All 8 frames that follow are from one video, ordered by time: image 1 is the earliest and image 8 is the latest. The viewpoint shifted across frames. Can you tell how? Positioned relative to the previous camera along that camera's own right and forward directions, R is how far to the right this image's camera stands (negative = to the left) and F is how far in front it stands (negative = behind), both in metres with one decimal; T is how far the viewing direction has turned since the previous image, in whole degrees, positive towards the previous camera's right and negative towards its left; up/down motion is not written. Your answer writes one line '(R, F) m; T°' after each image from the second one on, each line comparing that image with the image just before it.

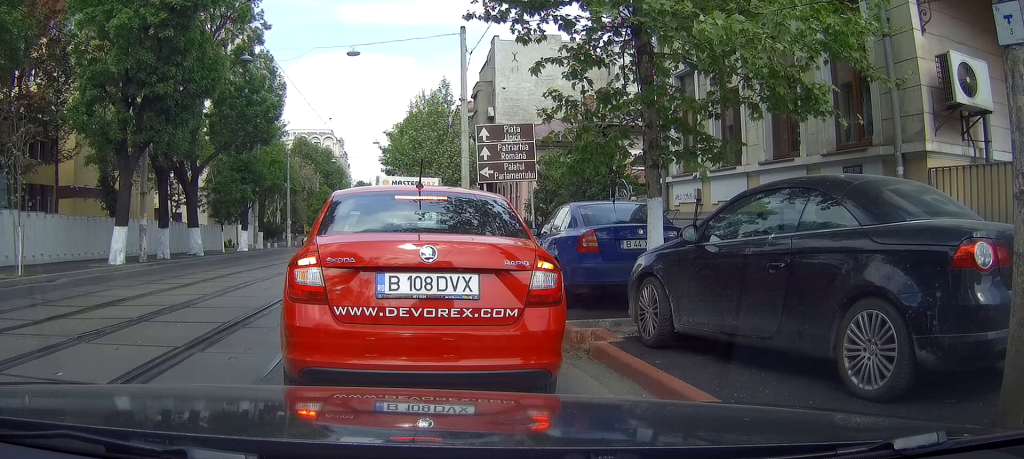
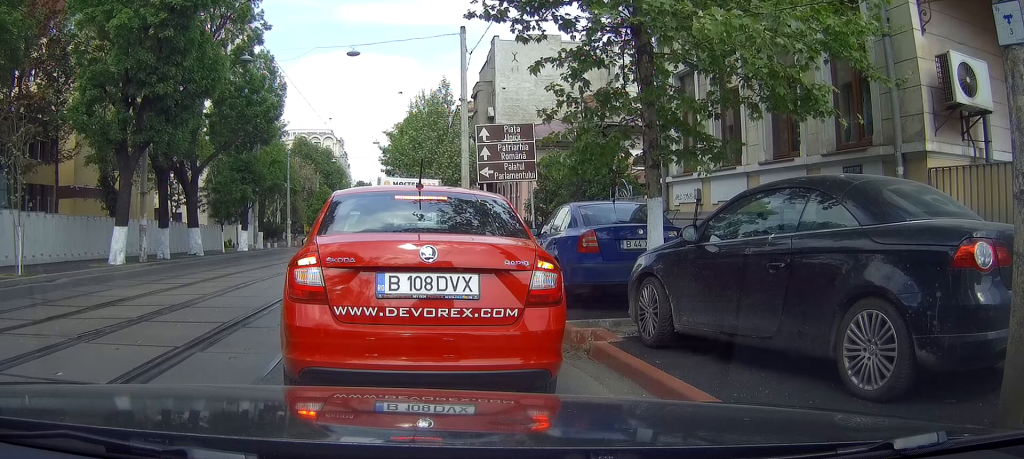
(0.0, 0.0) m; 0°
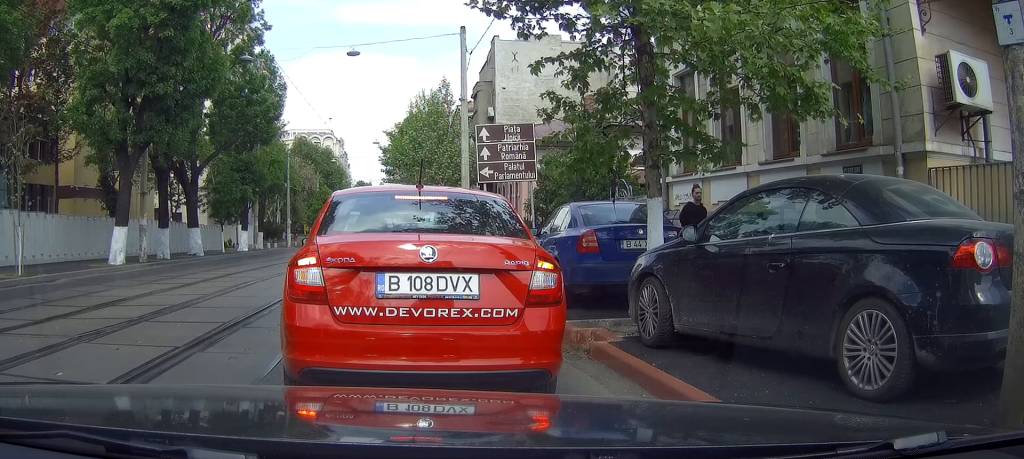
(0.0, +0.3) m; 0°
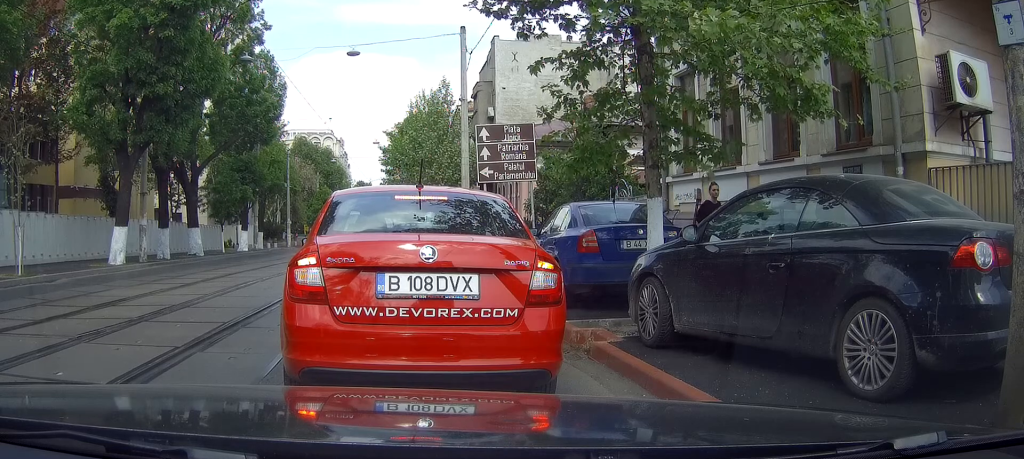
(0.0, 0.0) m; 0°
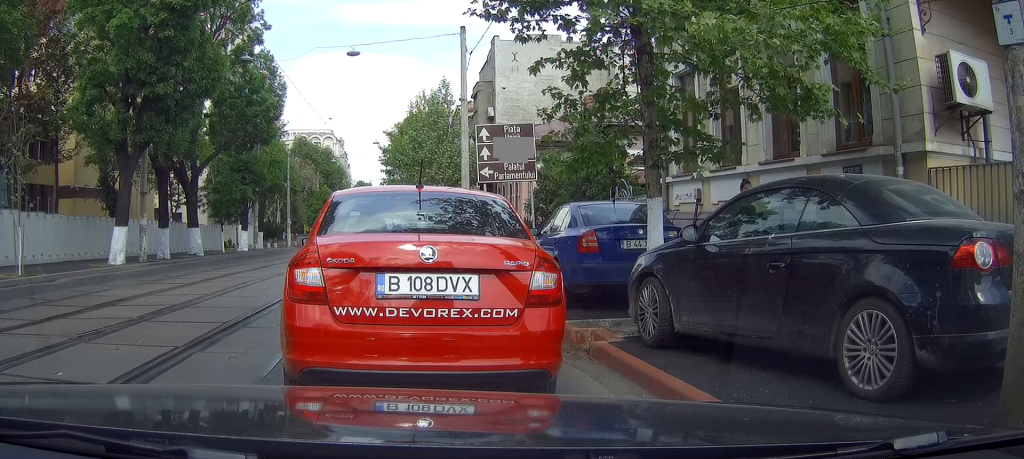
(0.0, +0.3) m; 0°
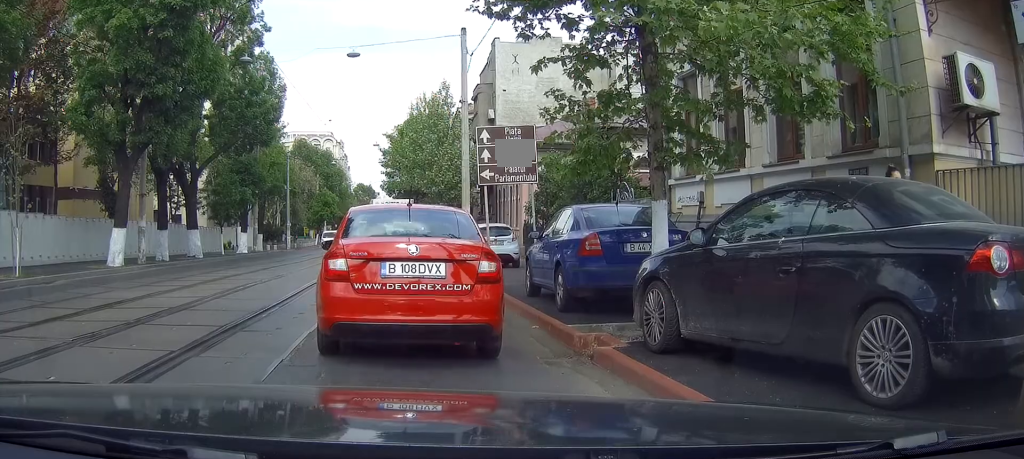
(0.0, +1.0) m; 0°
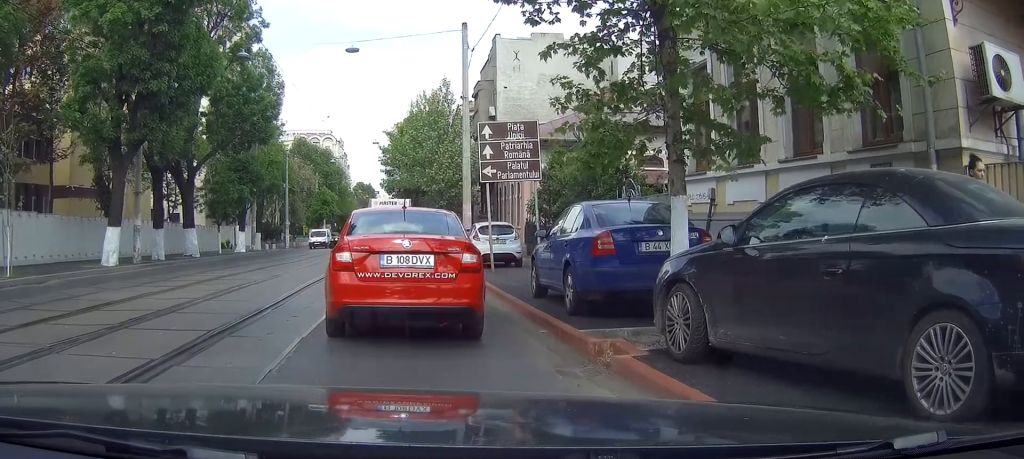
(0.0, +1.2) m; +2°
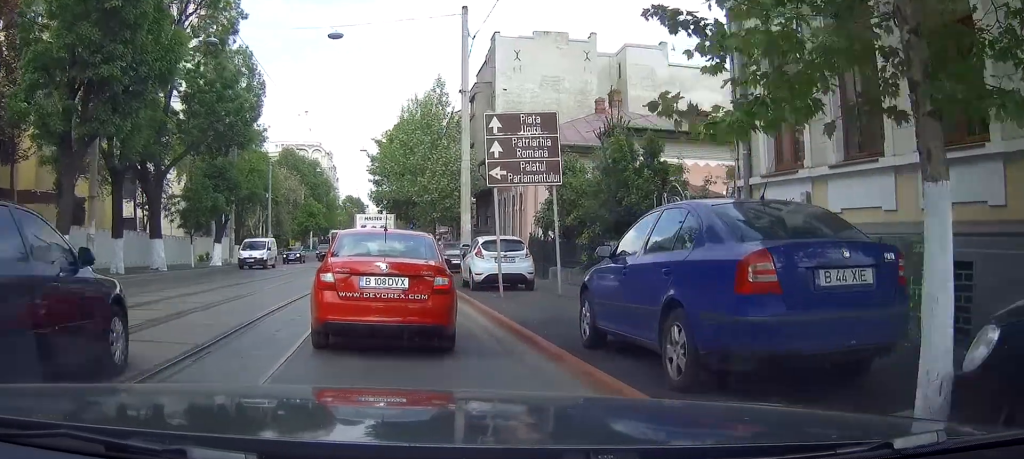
(+0.1, +4.1) m; +1°
